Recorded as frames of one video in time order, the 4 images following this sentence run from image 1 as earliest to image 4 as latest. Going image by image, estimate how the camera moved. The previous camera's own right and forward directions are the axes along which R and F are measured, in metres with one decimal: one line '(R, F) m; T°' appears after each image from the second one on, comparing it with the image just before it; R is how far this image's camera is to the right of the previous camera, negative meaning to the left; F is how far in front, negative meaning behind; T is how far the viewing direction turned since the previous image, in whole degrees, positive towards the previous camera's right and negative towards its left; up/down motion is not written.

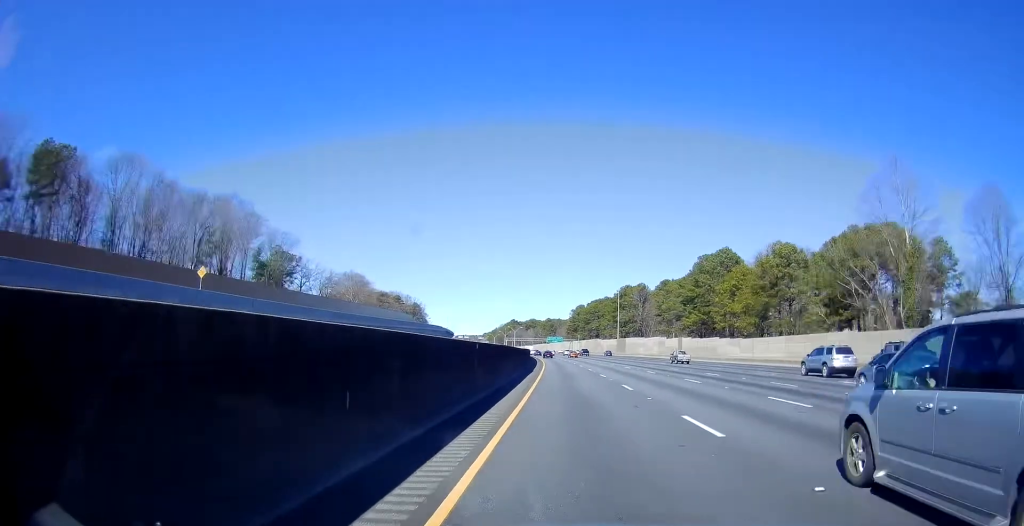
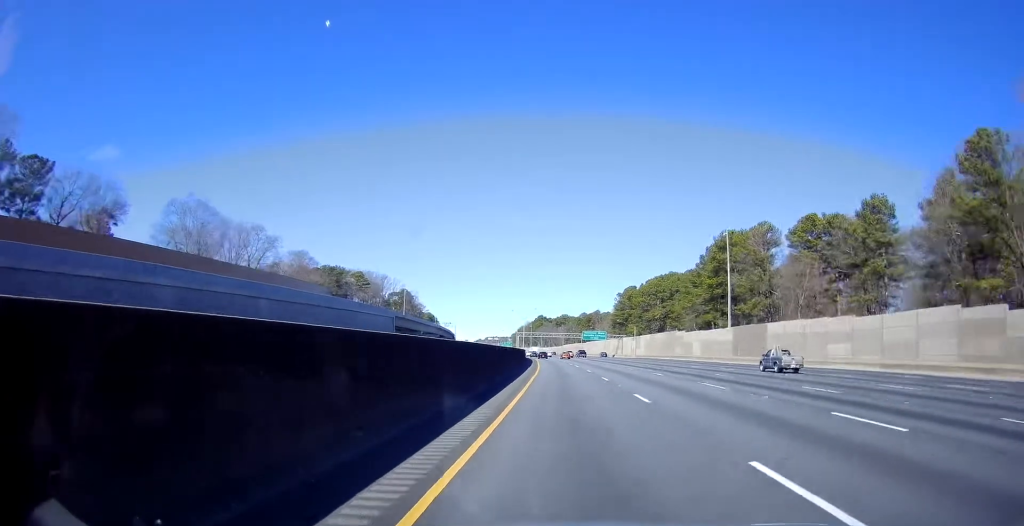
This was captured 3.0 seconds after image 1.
(-3.4, +112.5) m; -3°
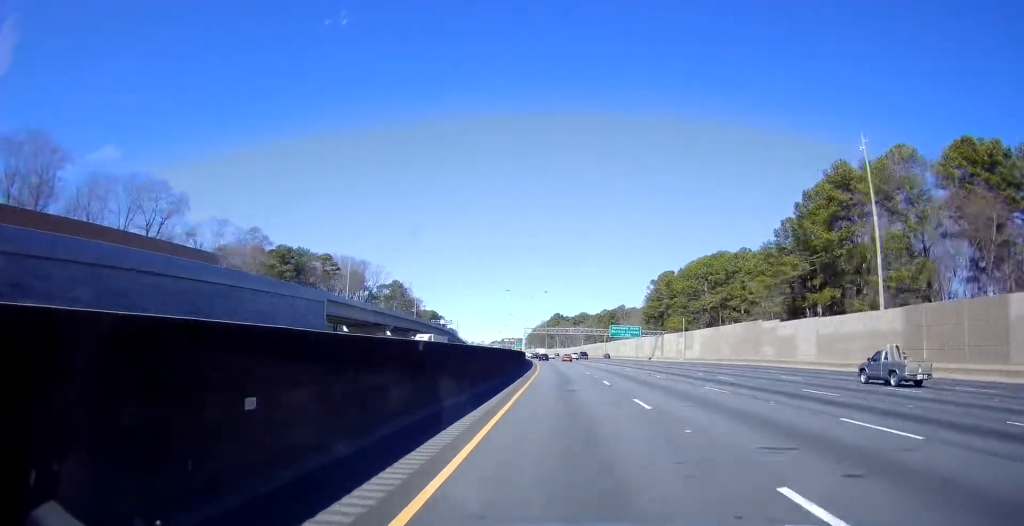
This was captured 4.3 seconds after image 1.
(-0.7, +47.8) m; -1°
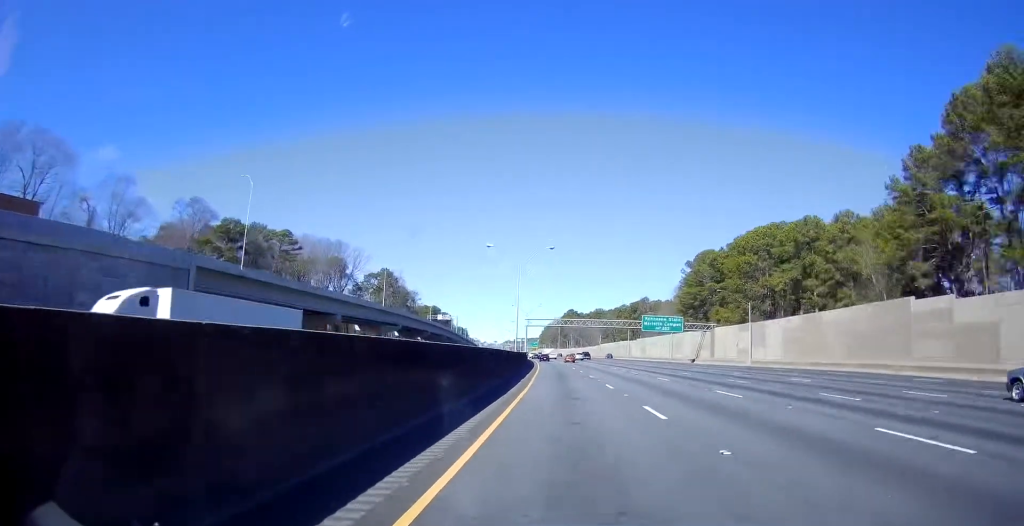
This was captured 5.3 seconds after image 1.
(-0.1, +37.1) m; -1°
